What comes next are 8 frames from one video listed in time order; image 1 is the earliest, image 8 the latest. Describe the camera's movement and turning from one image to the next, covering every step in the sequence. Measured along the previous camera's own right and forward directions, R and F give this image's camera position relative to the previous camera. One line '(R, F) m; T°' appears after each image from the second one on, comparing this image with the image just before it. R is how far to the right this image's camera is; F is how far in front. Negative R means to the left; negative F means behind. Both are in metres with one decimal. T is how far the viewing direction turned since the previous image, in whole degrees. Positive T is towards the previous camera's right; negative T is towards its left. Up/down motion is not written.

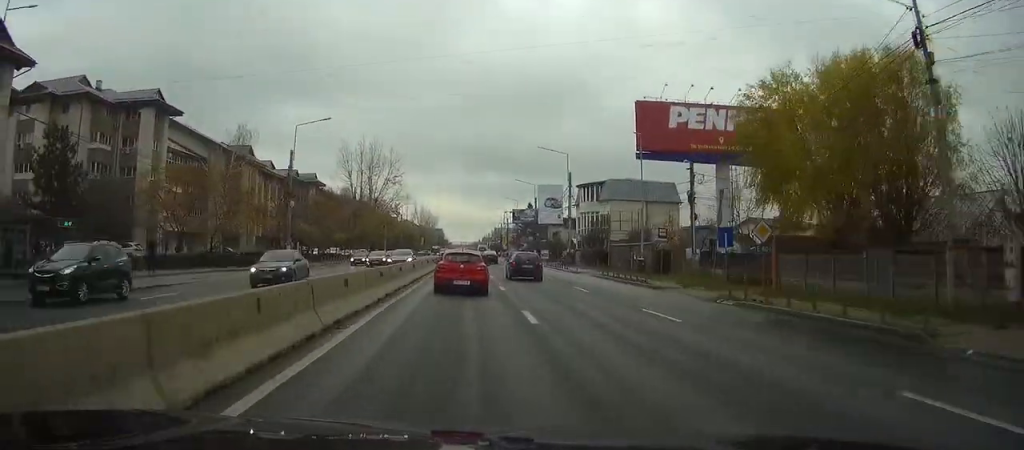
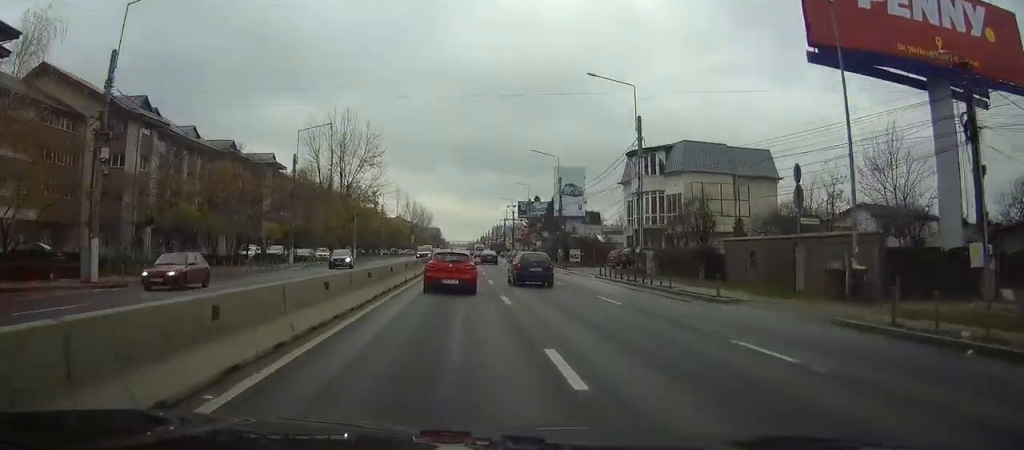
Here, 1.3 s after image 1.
(0.0, +31.3) m; 0°
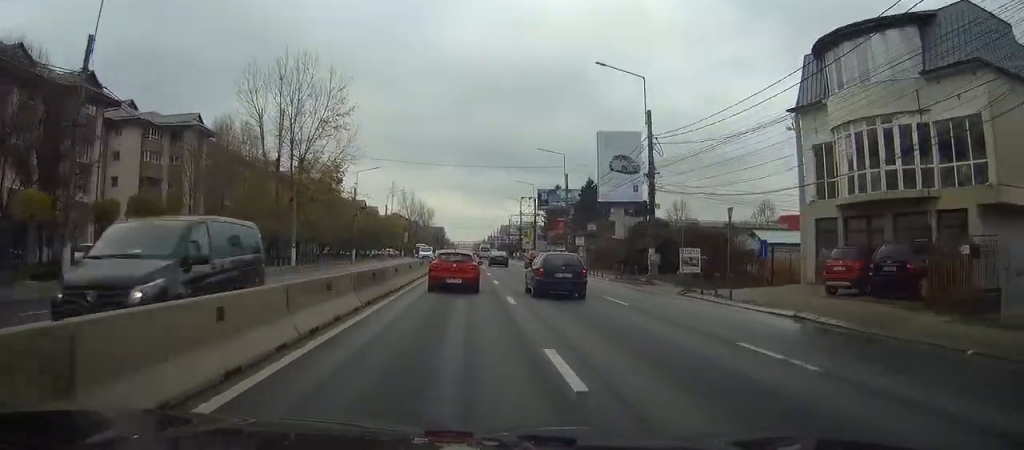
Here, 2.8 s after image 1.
(0.0, +36.2) m; 0°
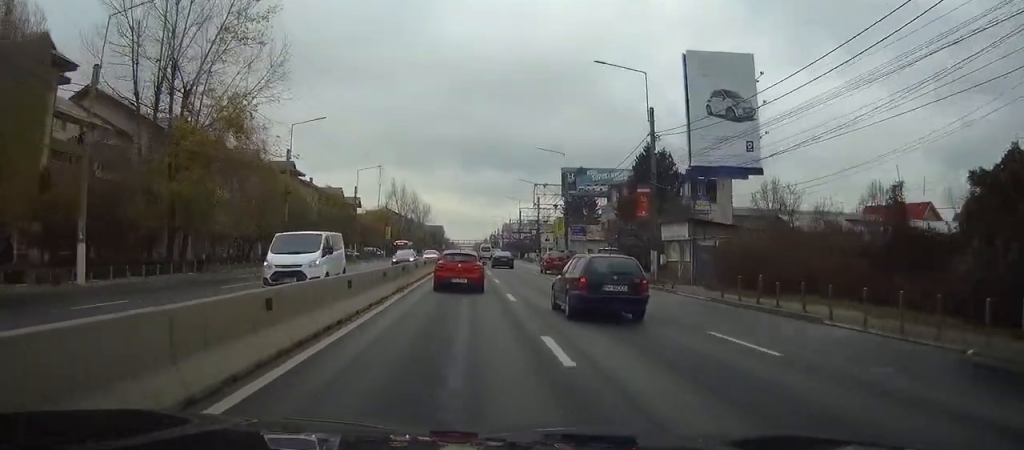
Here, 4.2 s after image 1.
(-0.1, +34.8) m; 0°
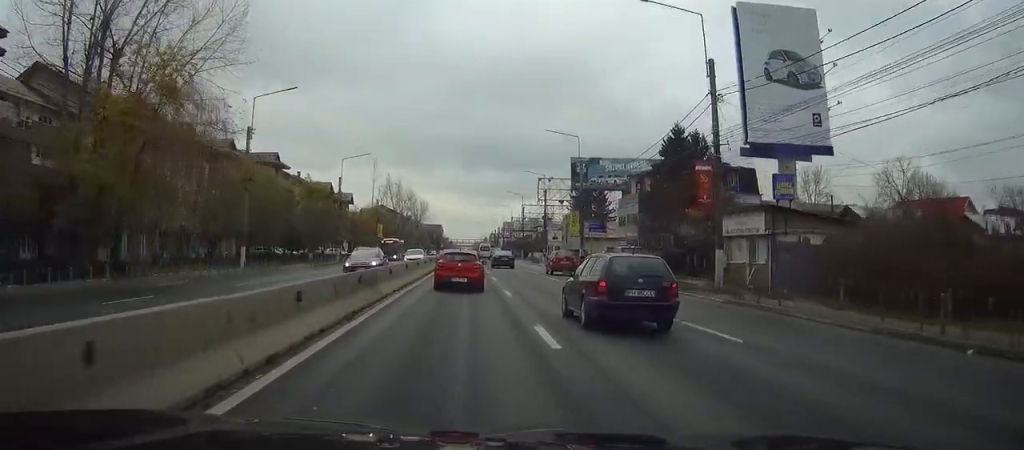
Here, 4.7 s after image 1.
(0.0, +10.6) m; 0°
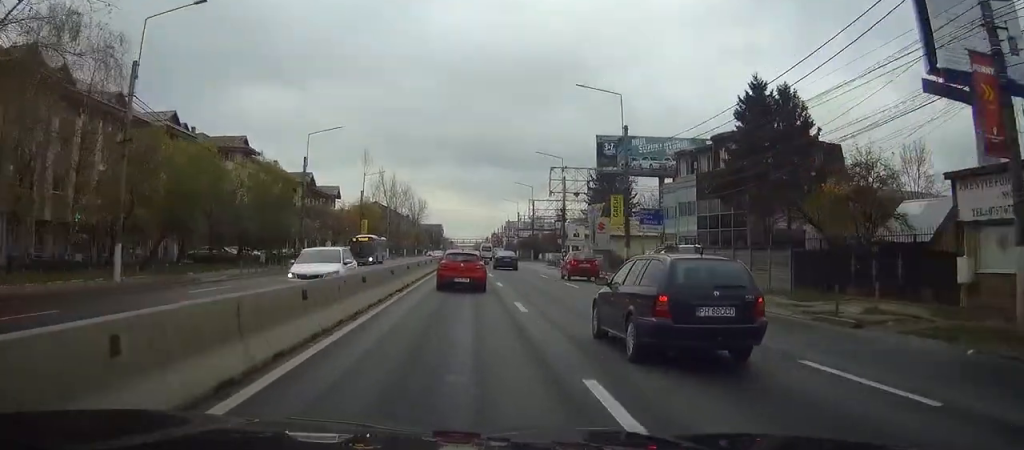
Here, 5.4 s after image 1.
(0.0, +18.0) m; 0°
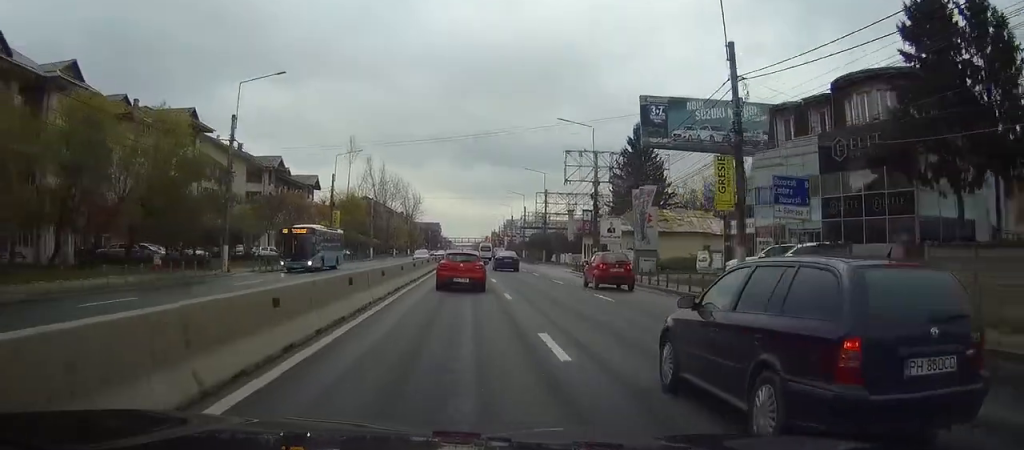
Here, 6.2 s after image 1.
(-0.1, +19.7) m; 0°
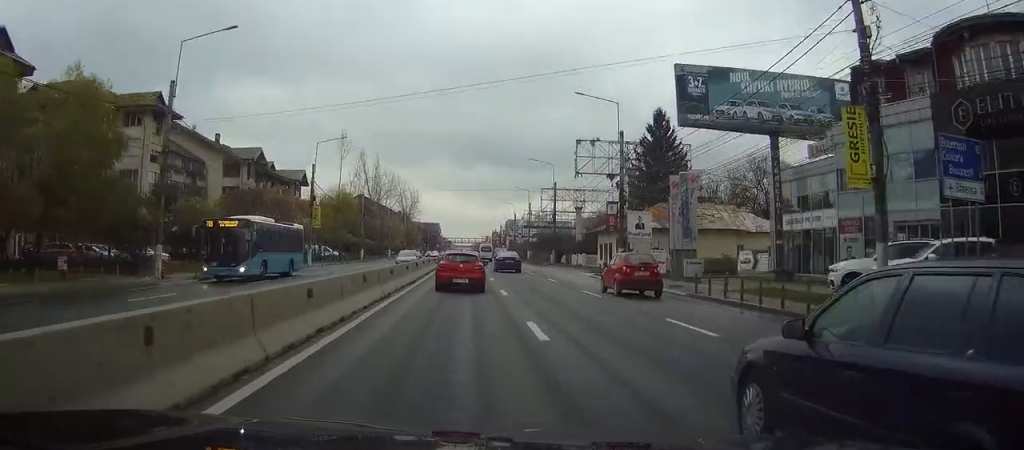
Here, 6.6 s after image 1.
(0.0, +9.9) m; 0°
